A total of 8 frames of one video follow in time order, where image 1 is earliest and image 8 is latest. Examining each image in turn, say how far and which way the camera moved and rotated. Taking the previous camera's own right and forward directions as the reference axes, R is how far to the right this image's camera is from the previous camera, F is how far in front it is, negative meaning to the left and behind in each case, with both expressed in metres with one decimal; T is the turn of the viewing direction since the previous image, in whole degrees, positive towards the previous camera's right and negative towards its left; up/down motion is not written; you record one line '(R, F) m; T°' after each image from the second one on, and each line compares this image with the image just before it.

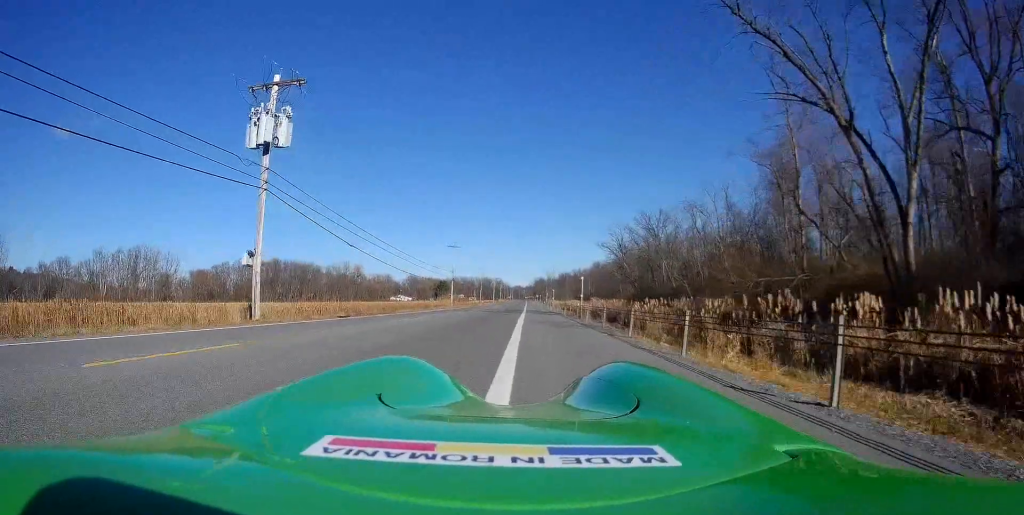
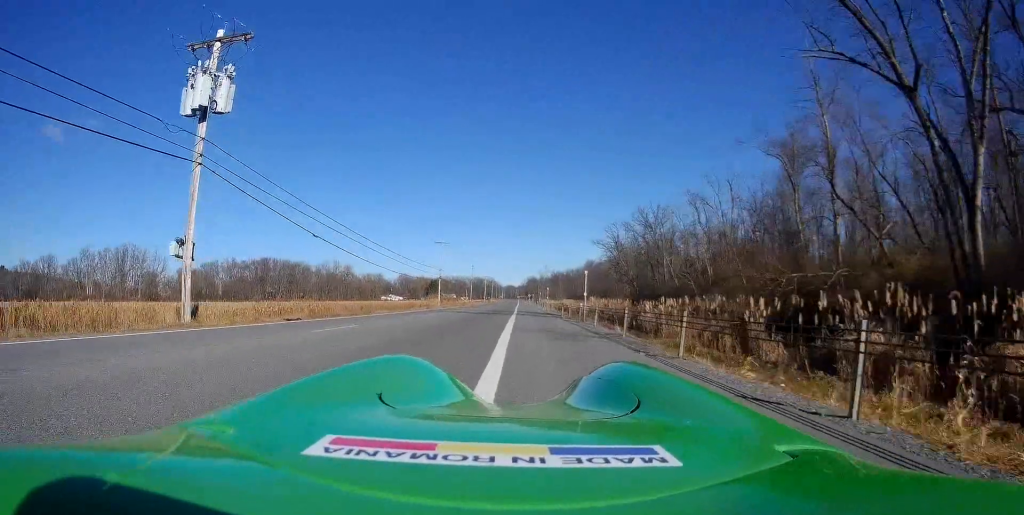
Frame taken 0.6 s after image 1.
(-0.2, +5.5) m; -1°
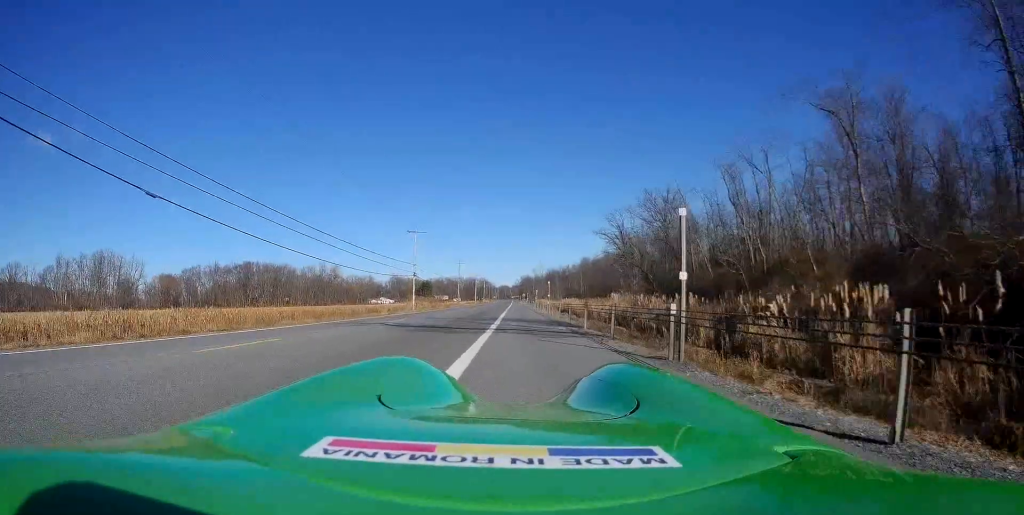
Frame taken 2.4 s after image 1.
(+0.1, +15.5) m; 0°
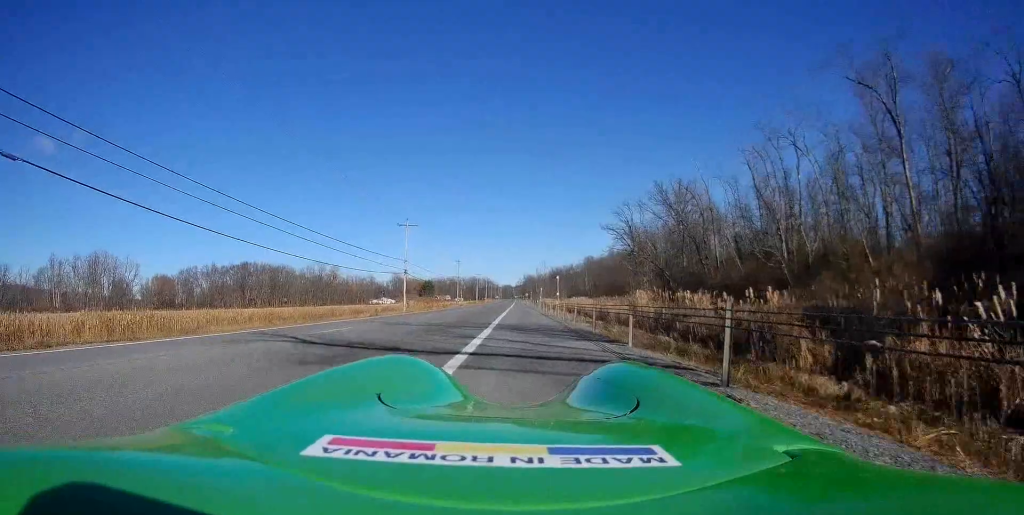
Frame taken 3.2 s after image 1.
(+0.1, +7.0) m; -2°
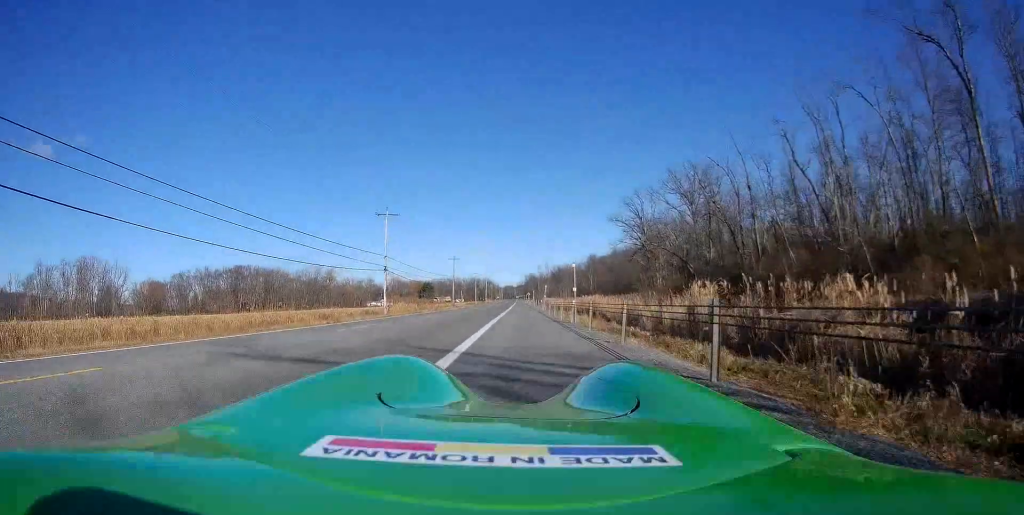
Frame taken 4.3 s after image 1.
(-0.4, +9.9) m; 0°
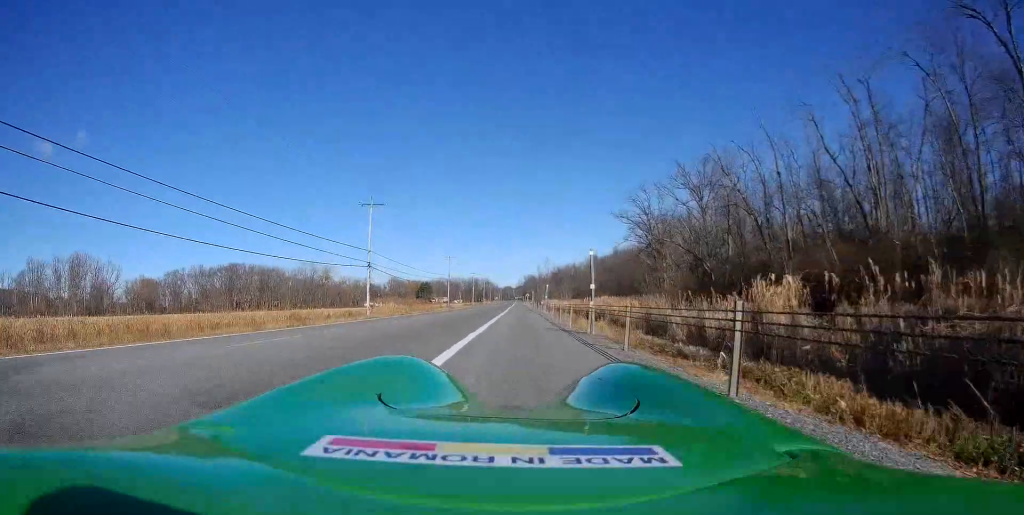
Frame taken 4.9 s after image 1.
(0.0, +5.4) m; +2°
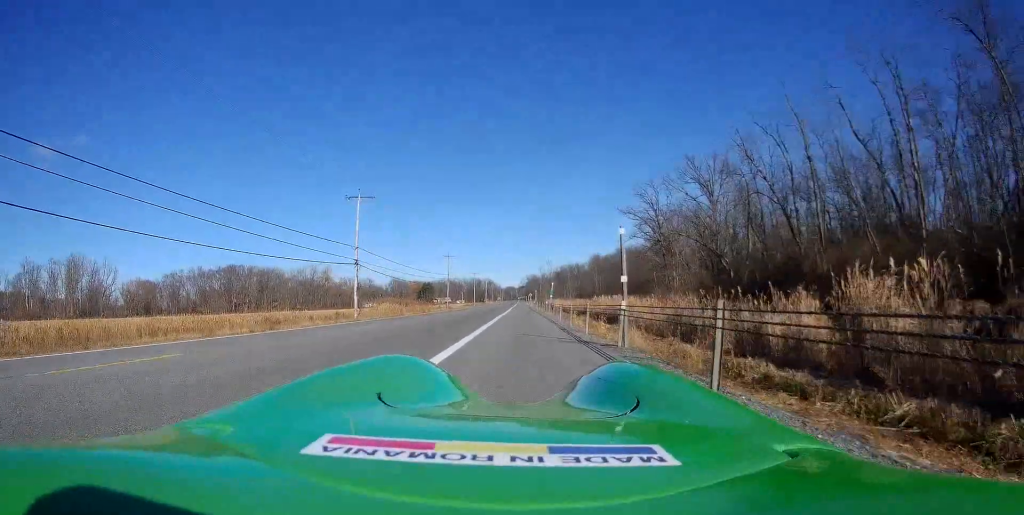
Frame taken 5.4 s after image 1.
(+0.1, +4.3) m; +1°
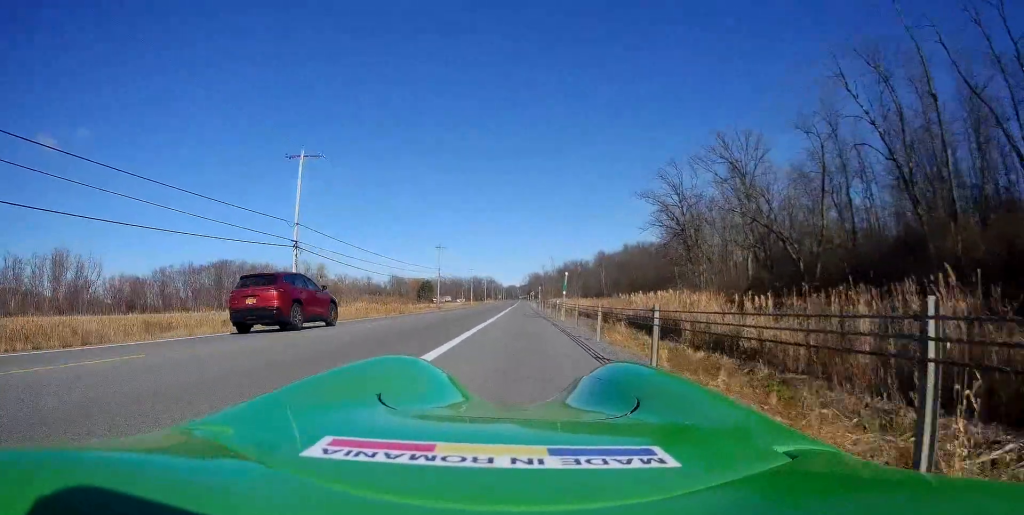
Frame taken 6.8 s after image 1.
(0.0, +12.1) m; -1°
